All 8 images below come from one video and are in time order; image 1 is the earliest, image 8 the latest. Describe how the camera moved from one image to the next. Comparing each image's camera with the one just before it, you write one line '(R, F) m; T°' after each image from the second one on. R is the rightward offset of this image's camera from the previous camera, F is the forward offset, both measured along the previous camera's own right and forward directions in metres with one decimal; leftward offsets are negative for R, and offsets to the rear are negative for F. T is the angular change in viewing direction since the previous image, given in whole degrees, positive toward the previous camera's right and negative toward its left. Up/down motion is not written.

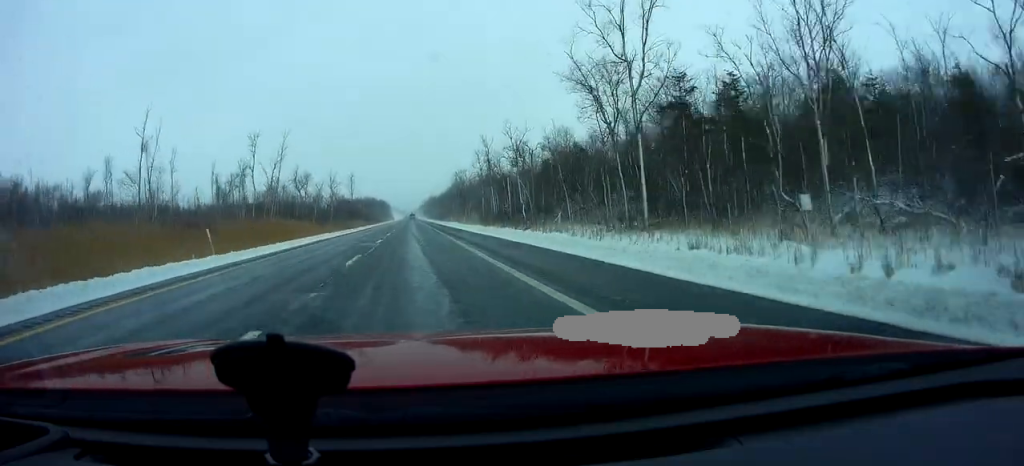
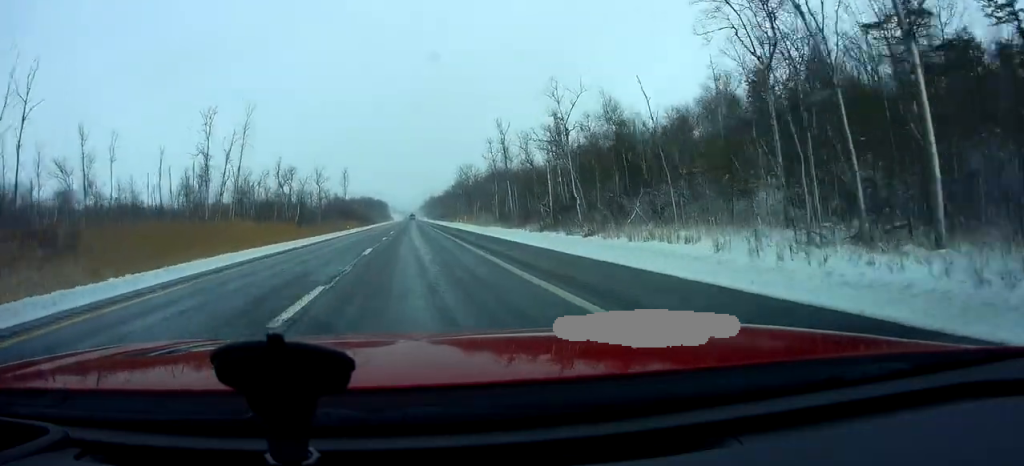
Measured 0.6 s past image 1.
(-0.3, +20.3) m; -1°
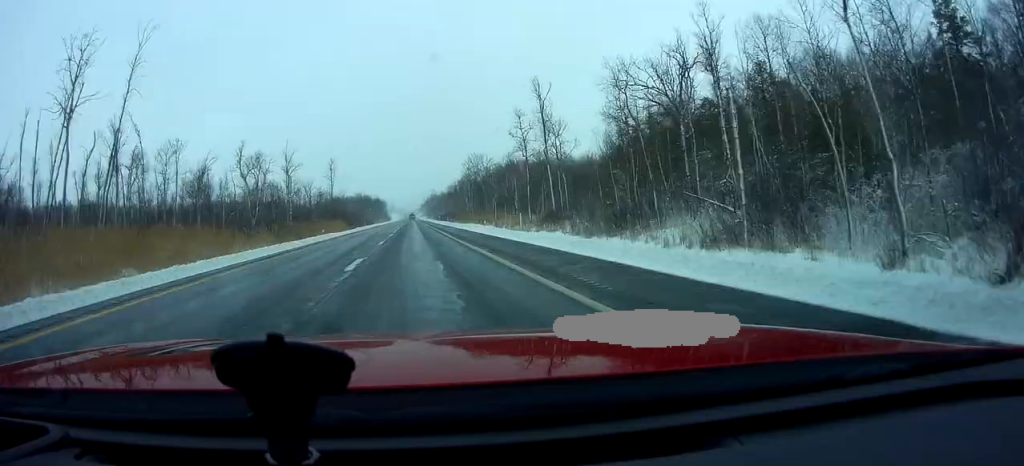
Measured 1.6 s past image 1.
(-0.3, +30.0) m; 0°
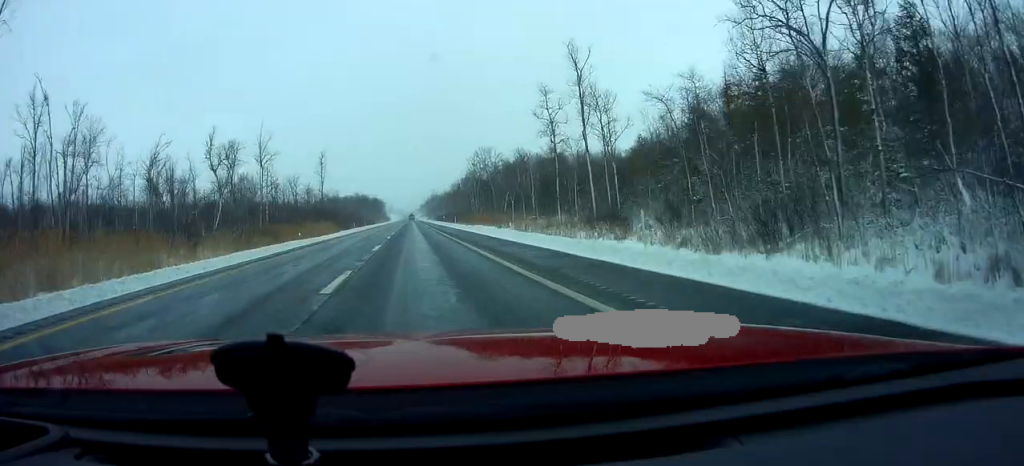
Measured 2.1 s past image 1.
(-0.1, +16.0) m; +1°
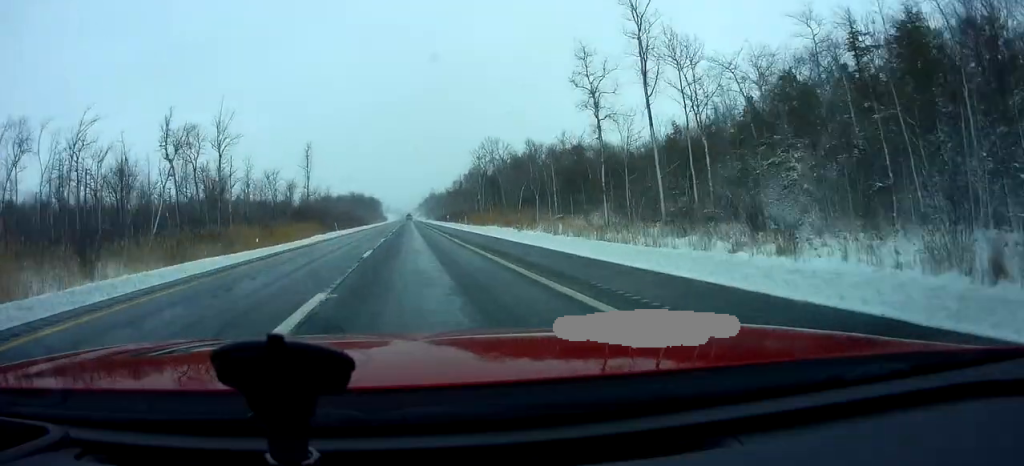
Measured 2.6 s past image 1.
(+0.3, +16.0) m; 0°
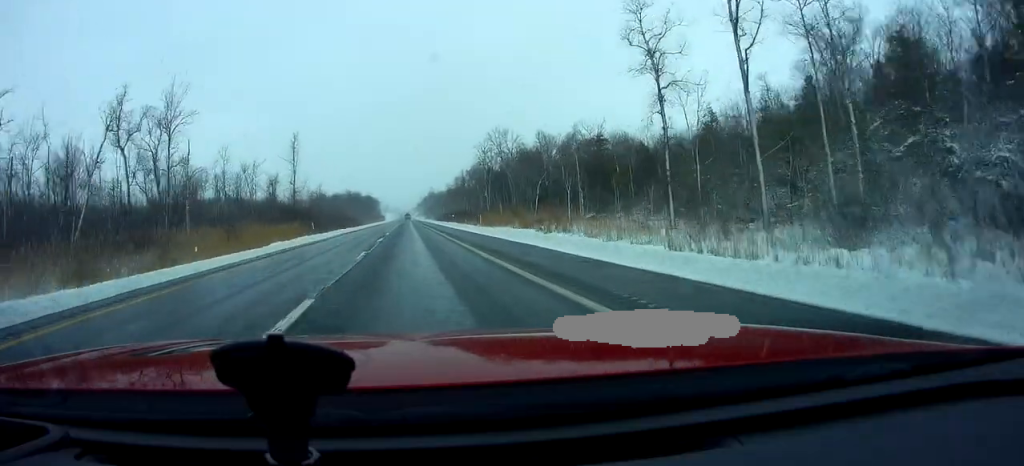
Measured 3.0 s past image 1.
(+0.2, +12.8) m; 0°
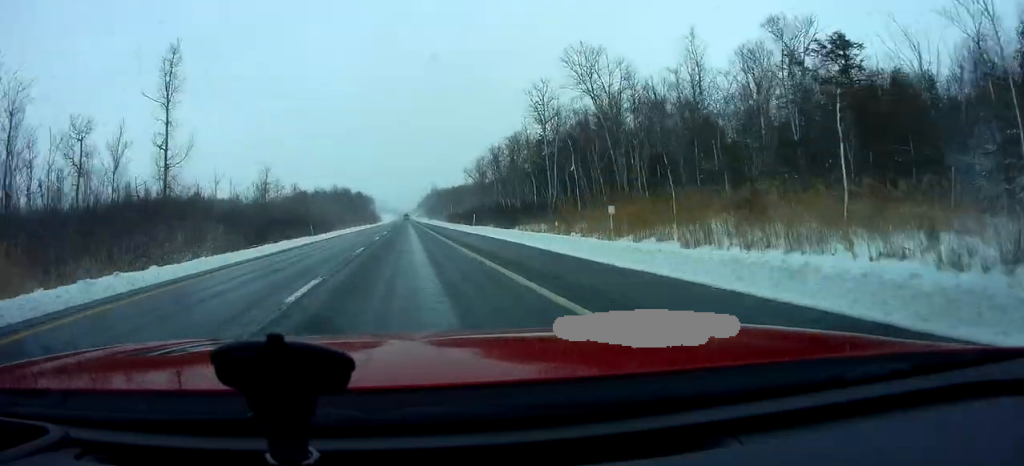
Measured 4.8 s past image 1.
(-0.7, +57.1) m; -1°
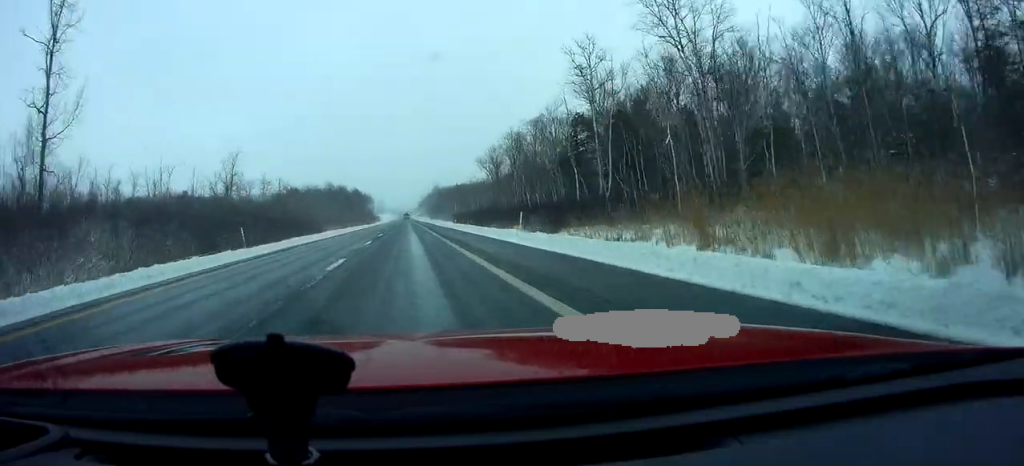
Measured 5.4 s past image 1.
(0.0, +19.2) m; 0°
